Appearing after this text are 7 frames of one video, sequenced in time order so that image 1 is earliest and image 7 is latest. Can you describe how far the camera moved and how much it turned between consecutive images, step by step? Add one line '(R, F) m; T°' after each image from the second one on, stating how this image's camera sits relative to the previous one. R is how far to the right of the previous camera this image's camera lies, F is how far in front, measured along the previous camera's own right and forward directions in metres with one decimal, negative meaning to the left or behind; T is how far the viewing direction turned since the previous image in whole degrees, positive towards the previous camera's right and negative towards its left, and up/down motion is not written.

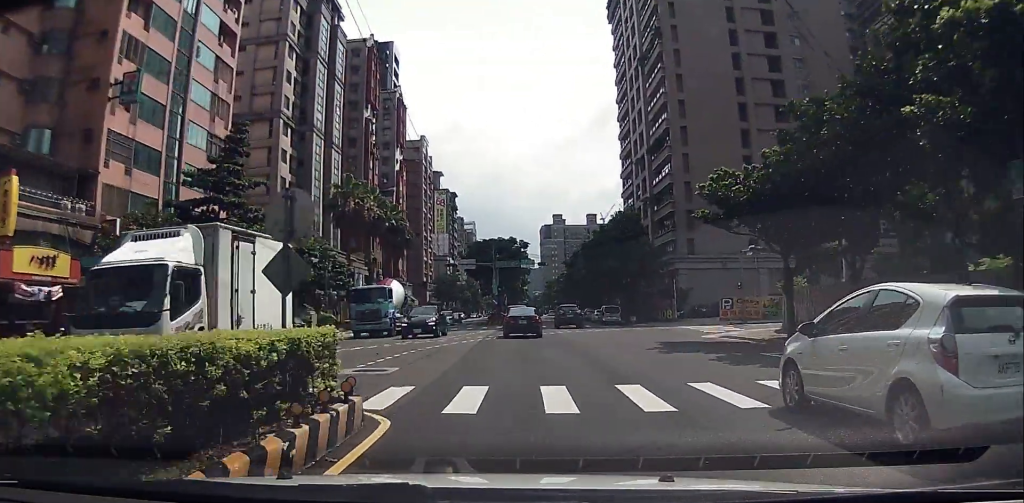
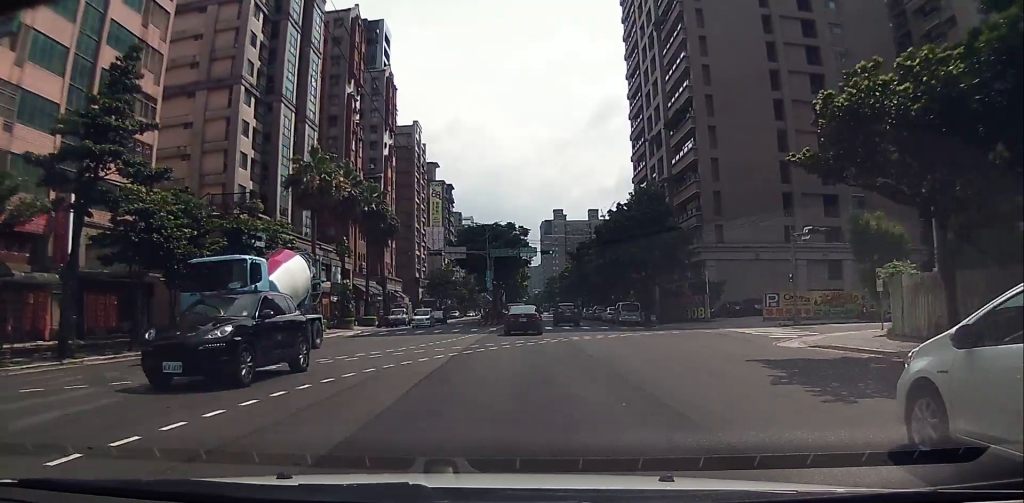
(-0.1, +9.5) m; -1°
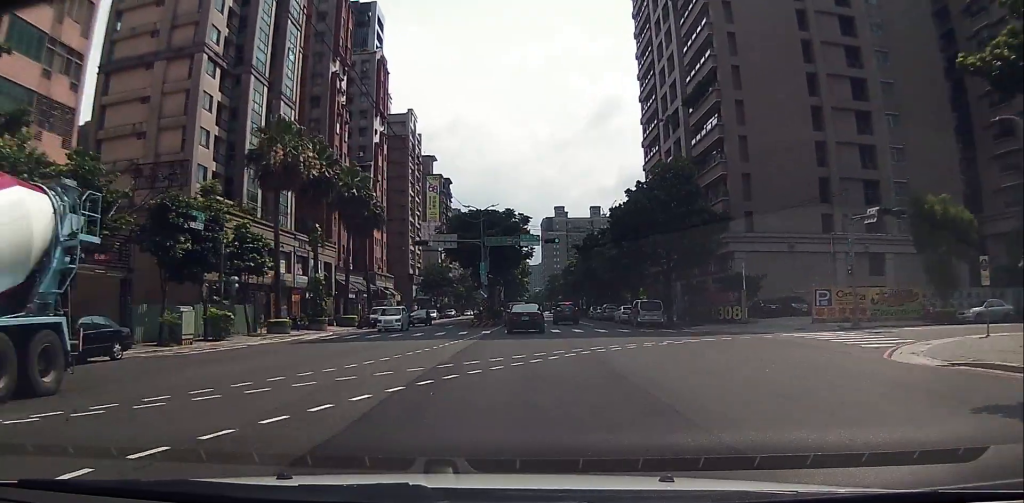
(+0.2, +7.4) m; -3°
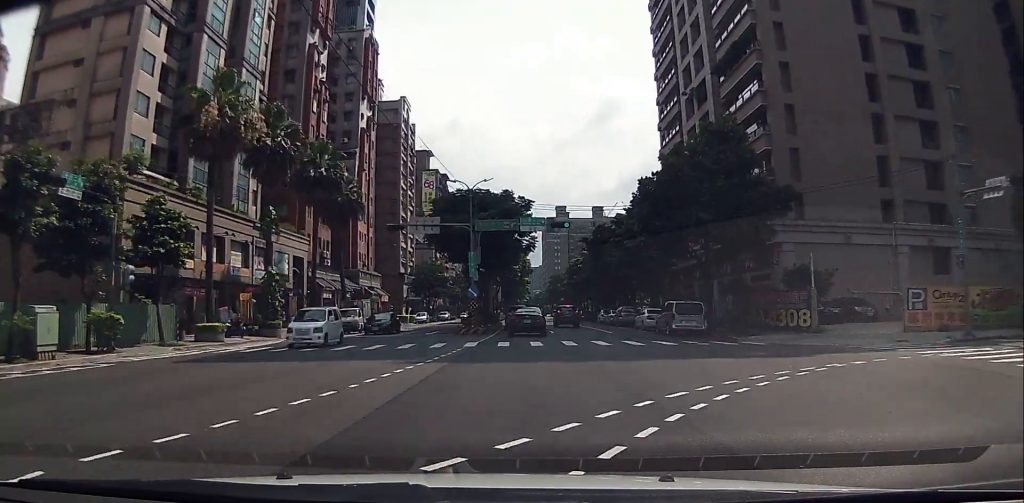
(-0.7, +9.7) m; -2°
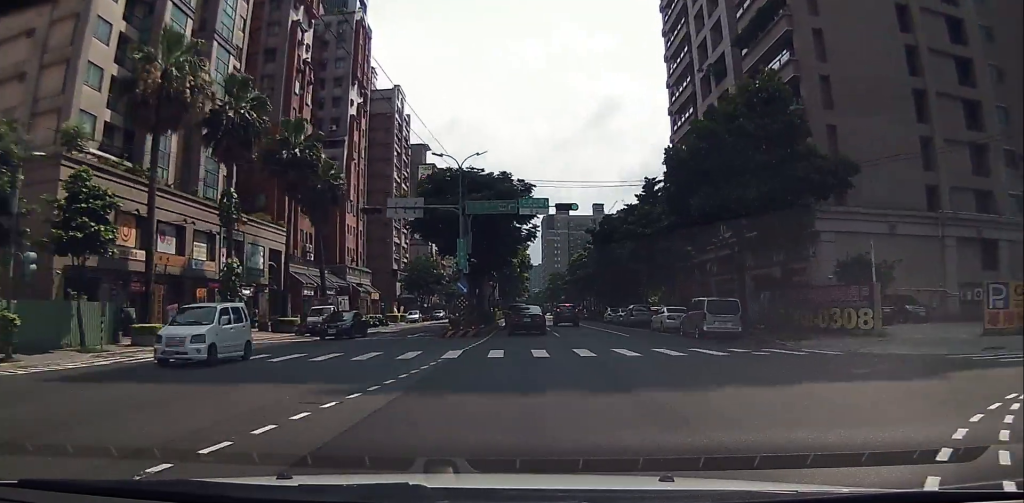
(+0.1, +6.0) m; +1°
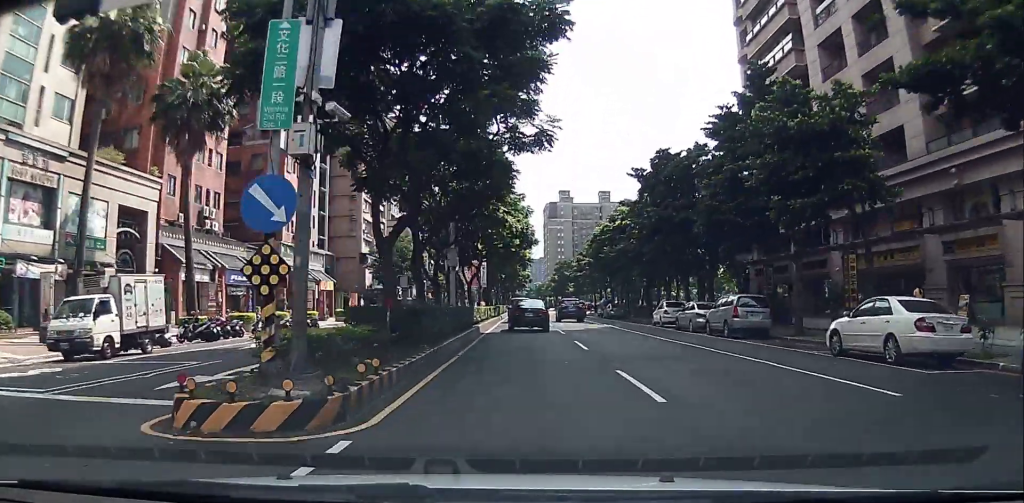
(+0.6, +23.7) m; +1°
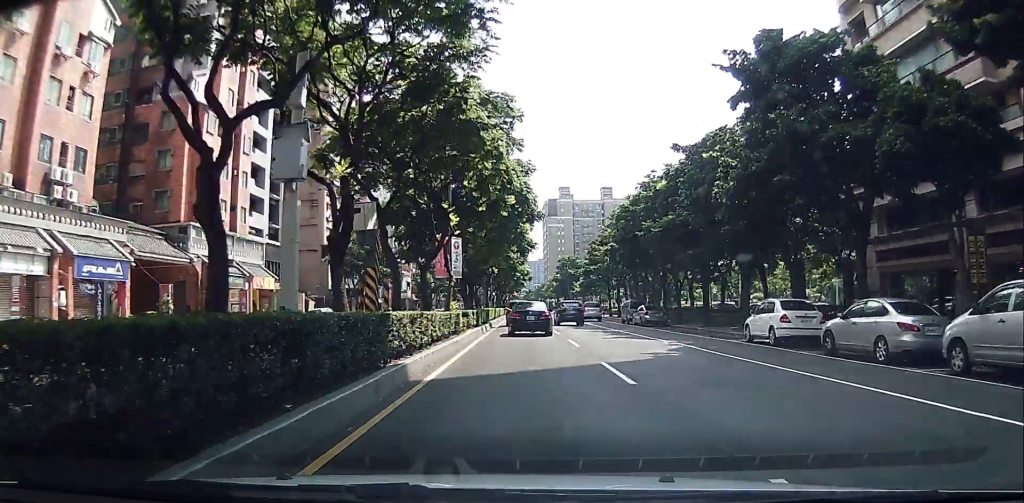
(-0.4, +18.5) m; -1°
